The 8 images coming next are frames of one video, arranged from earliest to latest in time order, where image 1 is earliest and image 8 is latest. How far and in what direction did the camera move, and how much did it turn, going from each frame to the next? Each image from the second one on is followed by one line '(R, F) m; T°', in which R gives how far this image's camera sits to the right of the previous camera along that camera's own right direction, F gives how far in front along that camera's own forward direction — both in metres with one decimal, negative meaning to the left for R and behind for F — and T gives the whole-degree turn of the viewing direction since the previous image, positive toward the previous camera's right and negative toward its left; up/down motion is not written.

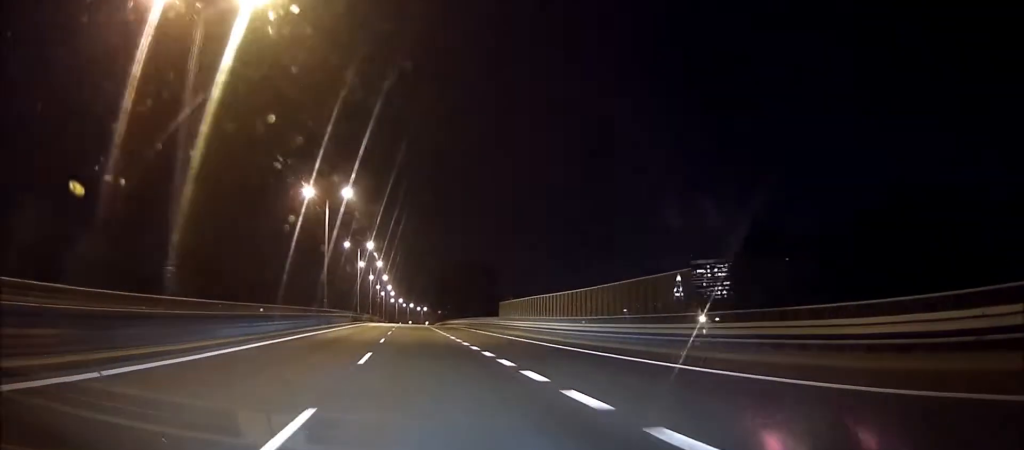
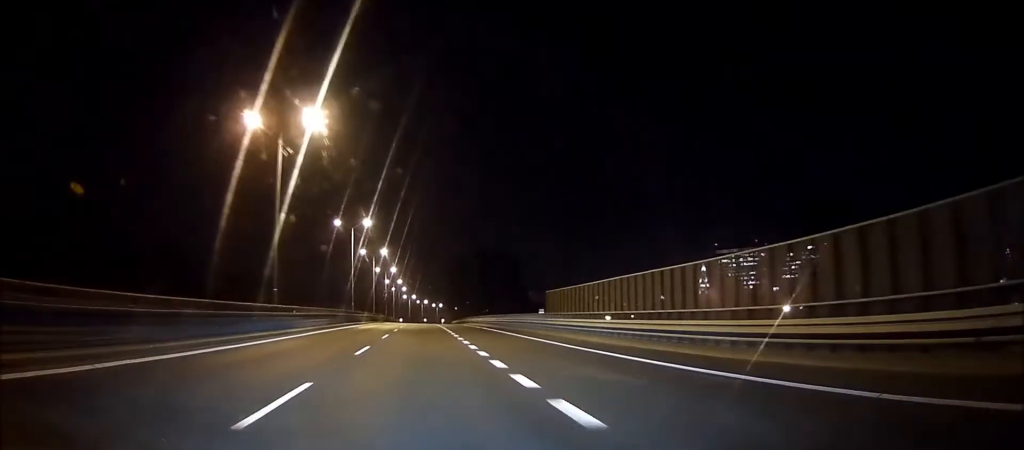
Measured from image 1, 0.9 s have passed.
(-0.1, +21.6) m; 0°
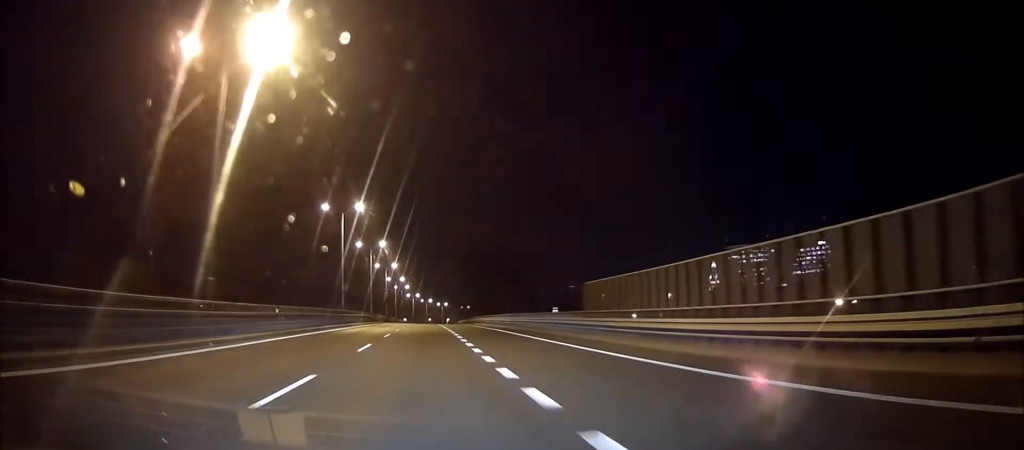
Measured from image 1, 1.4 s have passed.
(0.0, +10.8) m; 0°
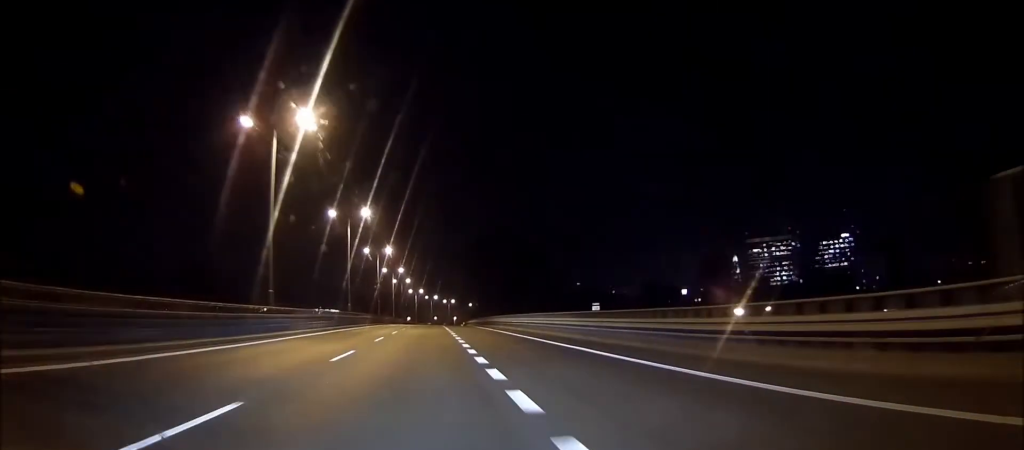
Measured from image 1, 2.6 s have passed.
(0.0, +28.8) m; 0°
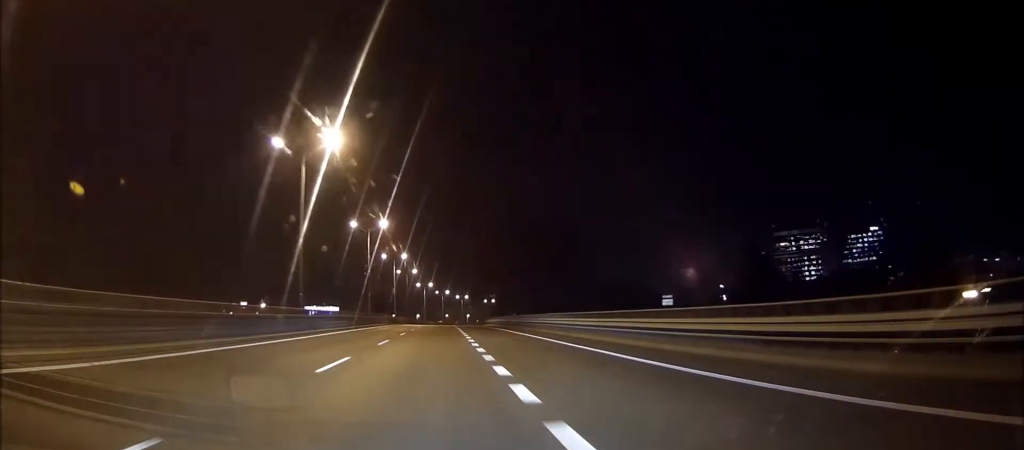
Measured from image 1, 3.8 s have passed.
(0.0, +27.2) m; 0°
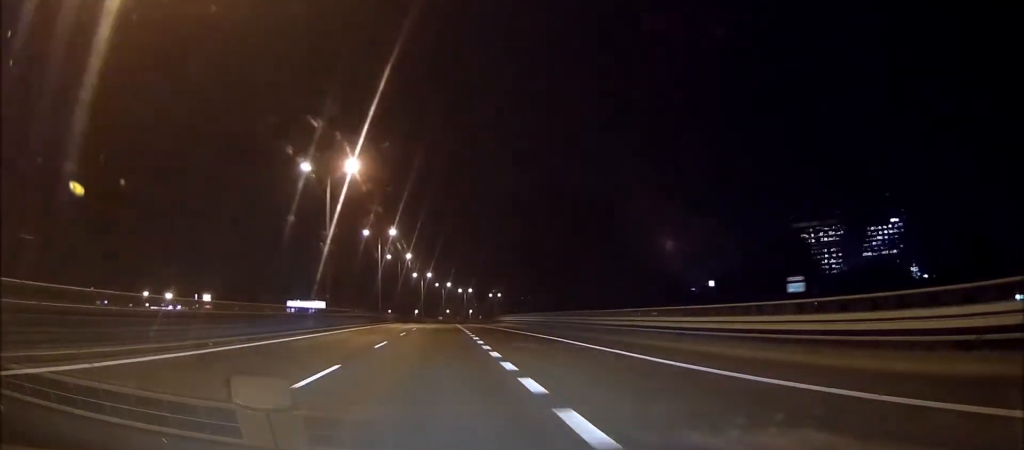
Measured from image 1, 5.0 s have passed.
(+0.1, +27.1) m; 0°
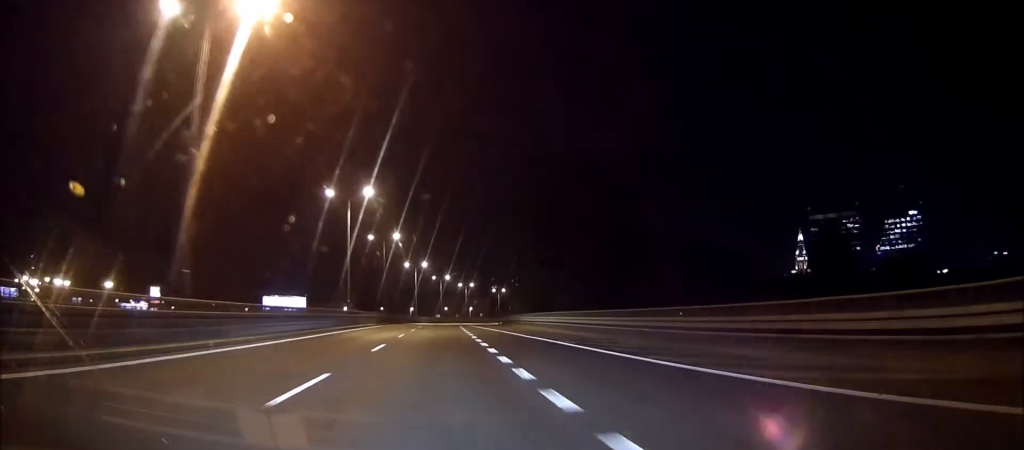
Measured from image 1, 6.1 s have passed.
(0.0, +25.4) m; +1°
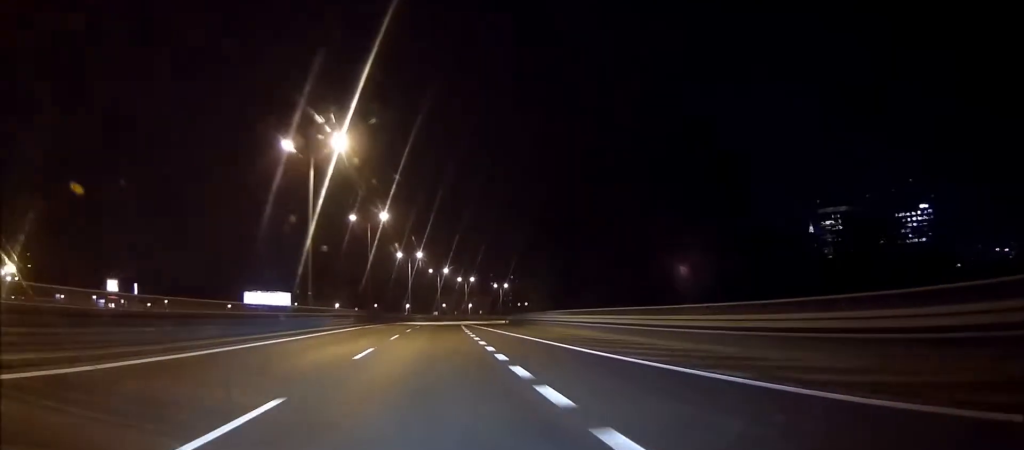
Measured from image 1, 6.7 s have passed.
(+0.1, +15.2) m; +1°
